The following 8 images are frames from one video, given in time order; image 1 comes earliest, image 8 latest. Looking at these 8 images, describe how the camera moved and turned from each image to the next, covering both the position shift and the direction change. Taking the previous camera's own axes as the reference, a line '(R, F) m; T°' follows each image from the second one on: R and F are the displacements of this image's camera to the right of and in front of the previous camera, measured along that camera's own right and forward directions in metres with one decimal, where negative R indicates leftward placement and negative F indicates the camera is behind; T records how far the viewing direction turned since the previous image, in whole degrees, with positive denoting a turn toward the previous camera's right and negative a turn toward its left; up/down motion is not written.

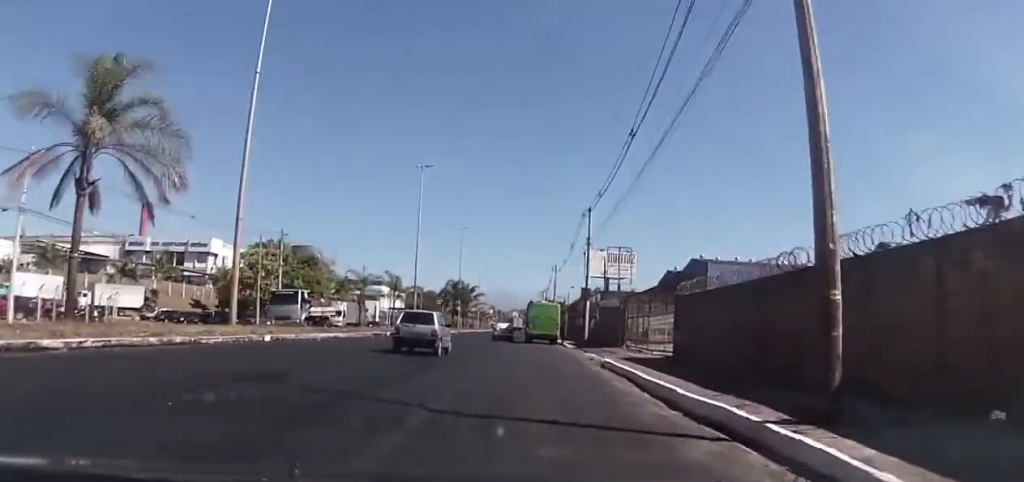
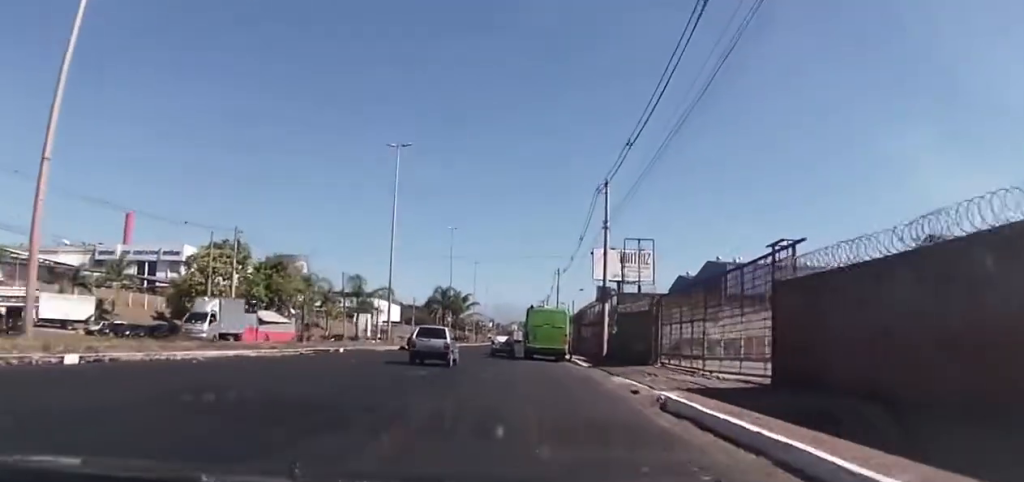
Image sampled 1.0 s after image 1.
(+0.2, +12.8) m; 0°
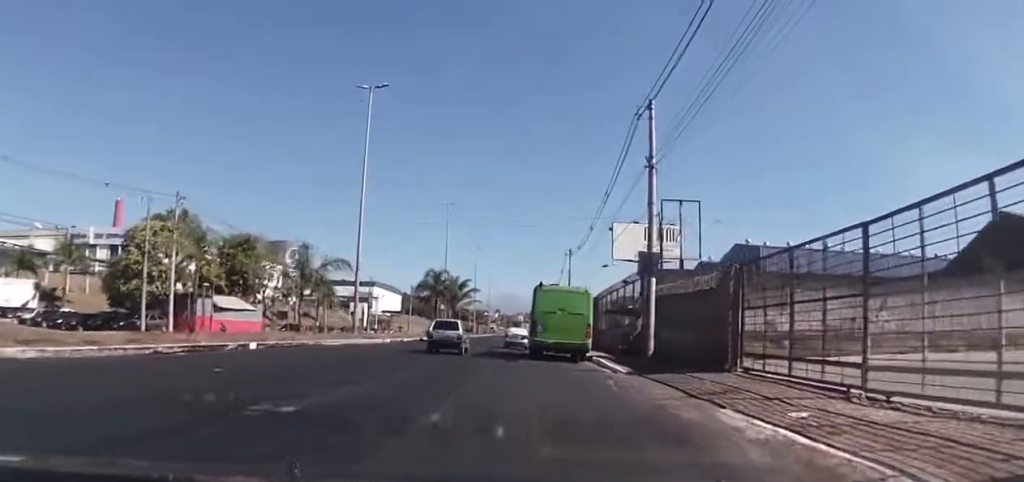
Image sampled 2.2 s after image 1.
(-0.4, +13.8) m; -2°
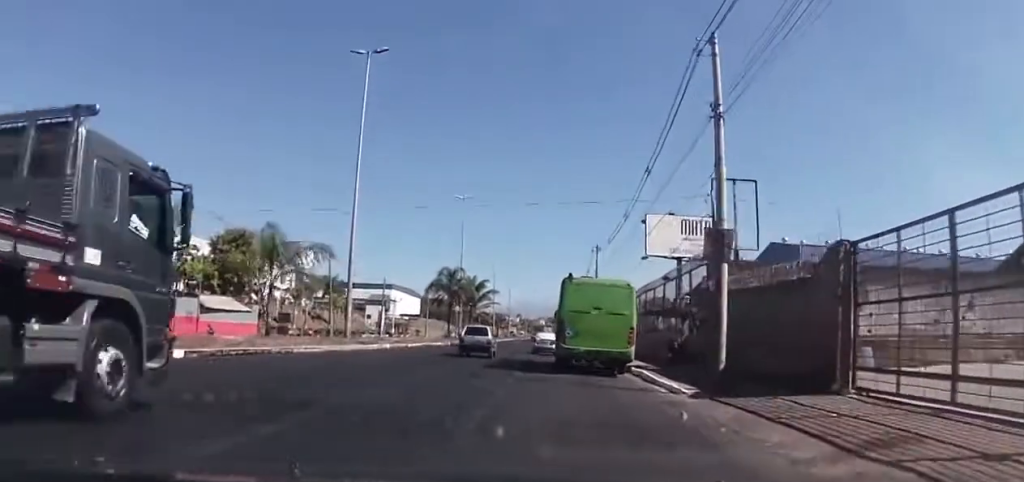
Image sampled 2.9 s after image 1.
(0.0, +7.6) m; 0°
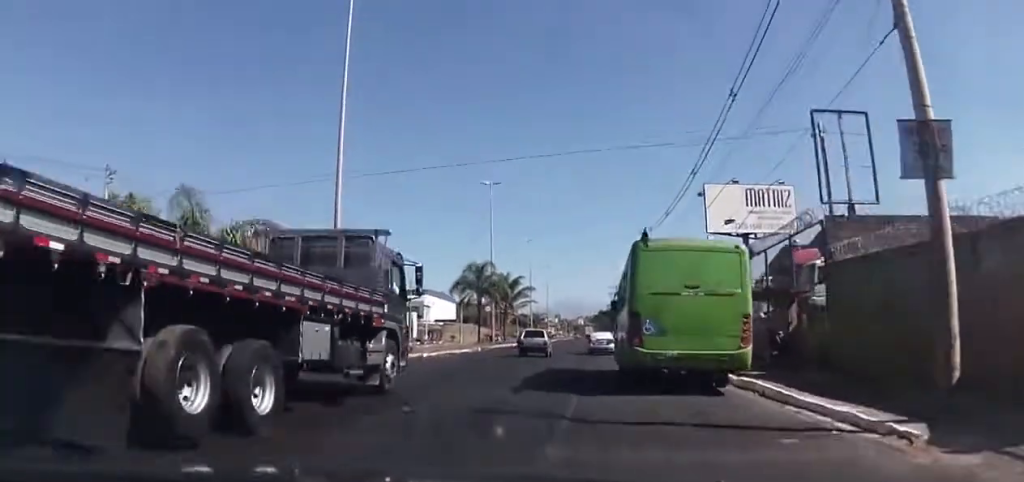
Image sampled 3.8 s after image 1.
(+0.1, +10.2) m; 0°
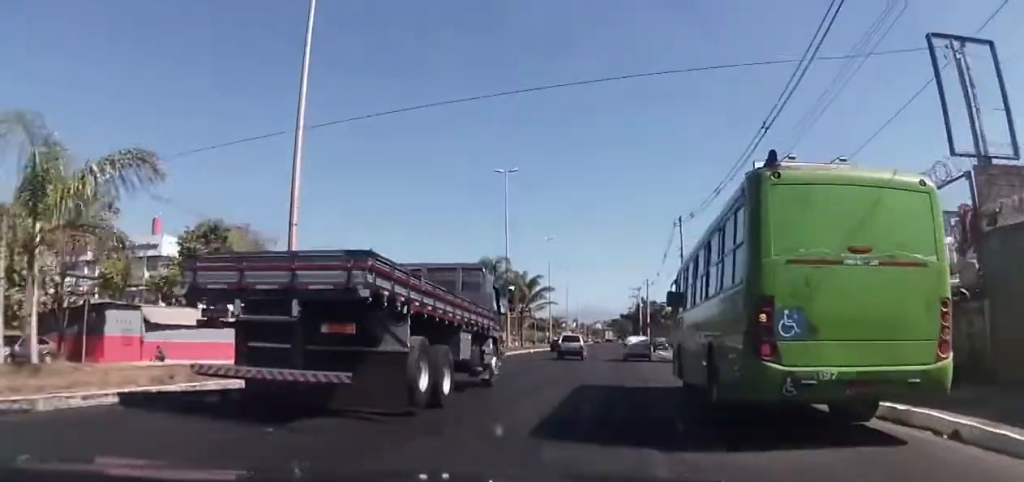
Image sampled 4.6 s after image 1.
(-0.1, +7.8) m; -2°
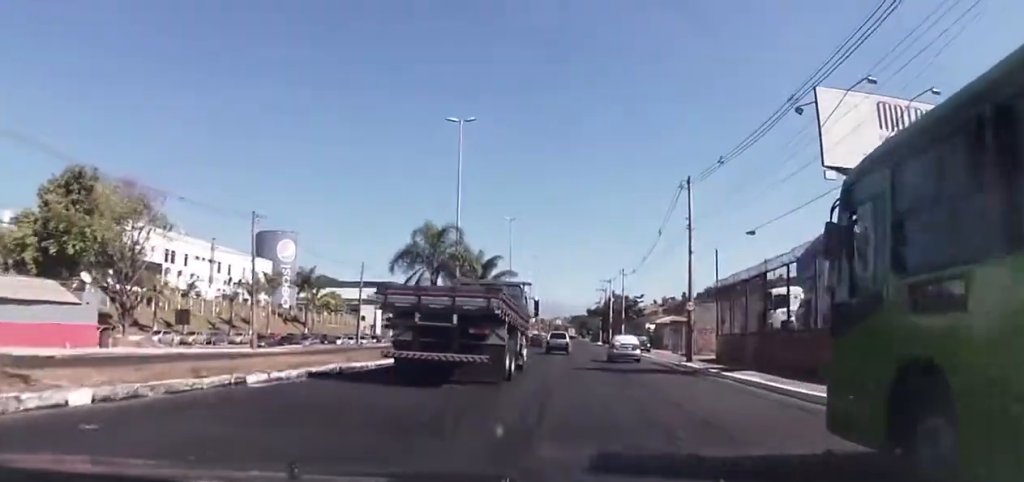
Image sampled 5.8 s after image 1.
(-0.3, +14.6) m; 0°
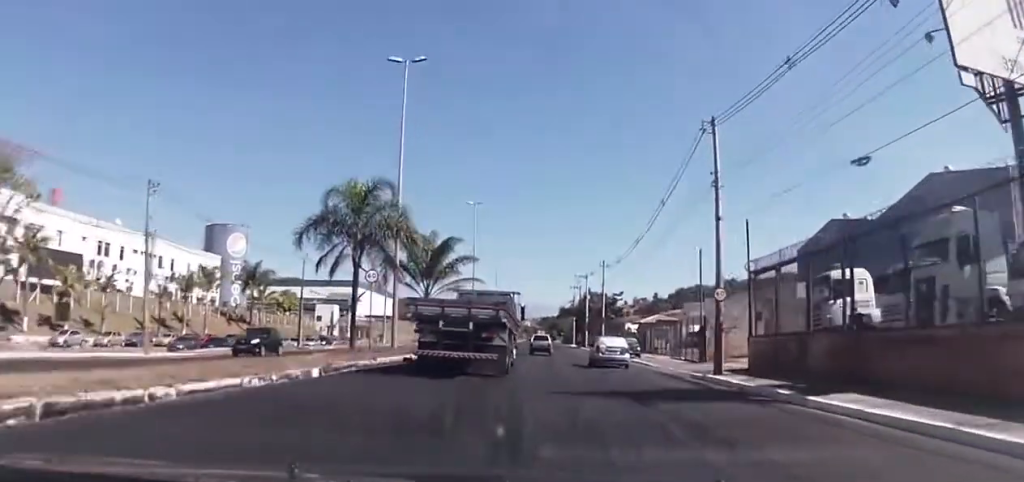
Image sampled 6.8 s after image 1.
(+0.2, +11.7) m; +3°
